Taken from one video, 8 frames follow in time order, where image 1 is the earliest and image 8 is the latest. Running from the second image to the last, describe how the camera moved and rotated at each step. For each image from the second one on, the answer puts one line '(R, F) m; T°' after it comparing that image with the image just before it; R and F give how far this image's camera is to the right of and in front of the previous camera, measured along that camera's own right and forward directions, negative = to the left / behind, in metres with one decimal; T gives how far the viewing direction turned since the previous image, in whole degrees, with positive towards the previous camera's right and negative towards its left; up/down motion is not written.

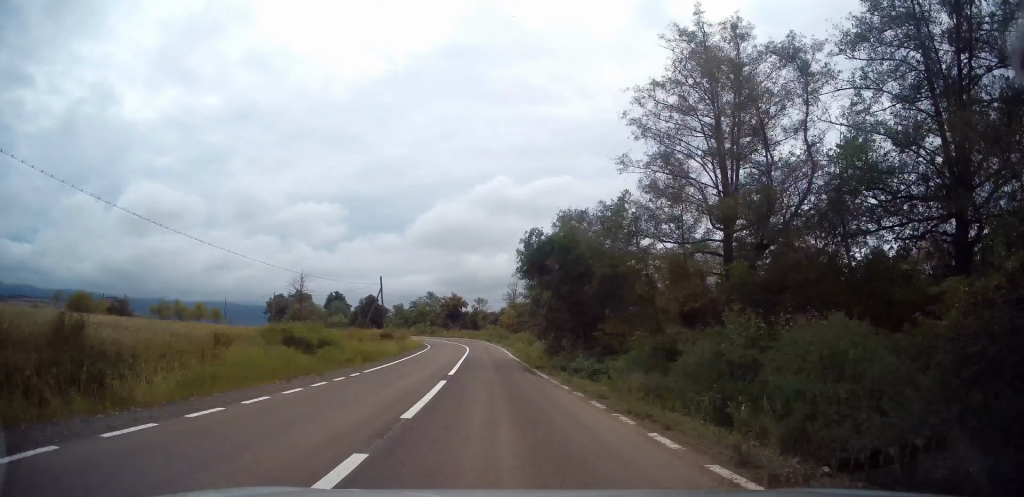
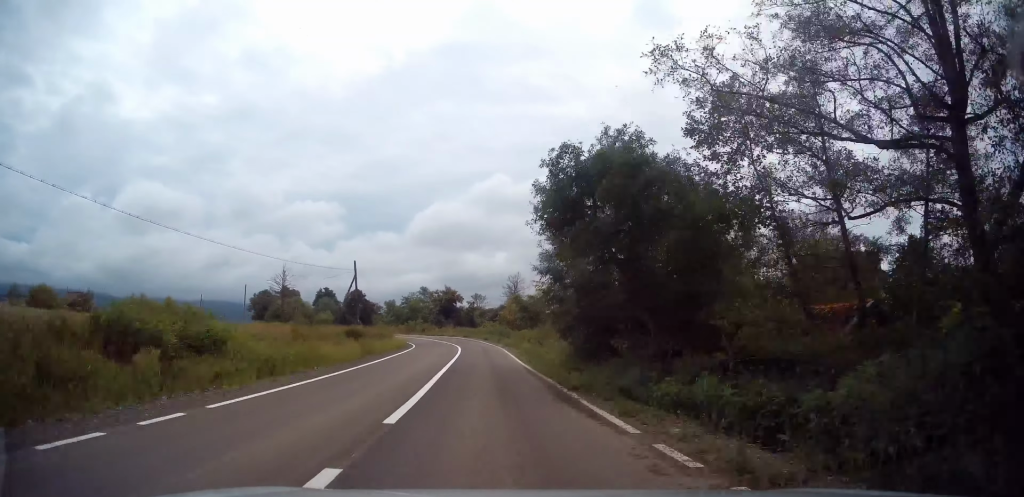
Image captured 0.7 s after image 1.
(0.0, +10.8) m; 0°
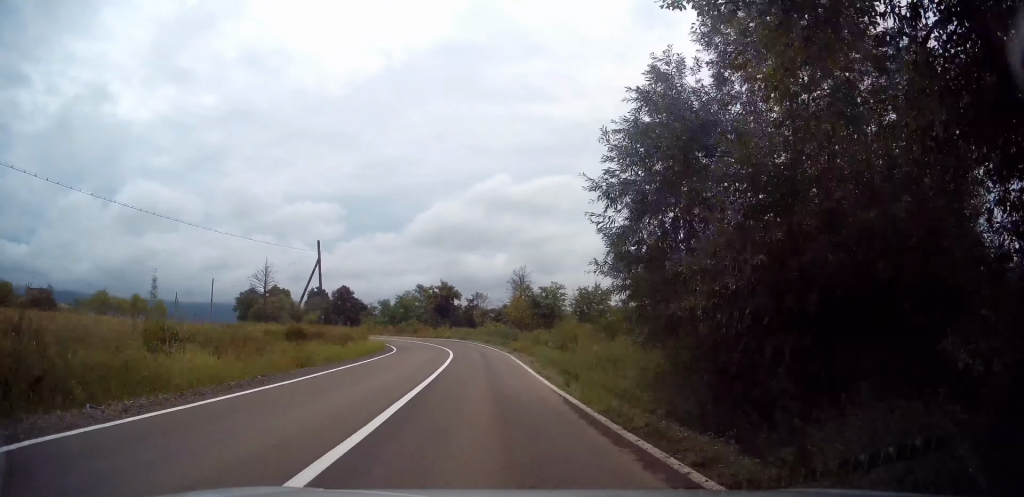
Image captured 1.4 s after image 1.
(+0.1, +11.3) m; 0°
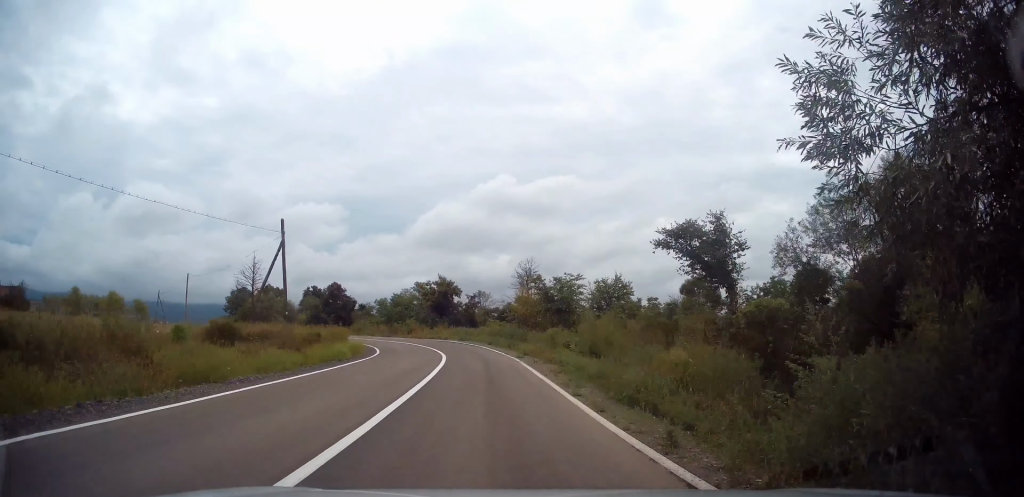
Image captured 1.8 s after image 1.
(-0.1, +7.4) m; 0°
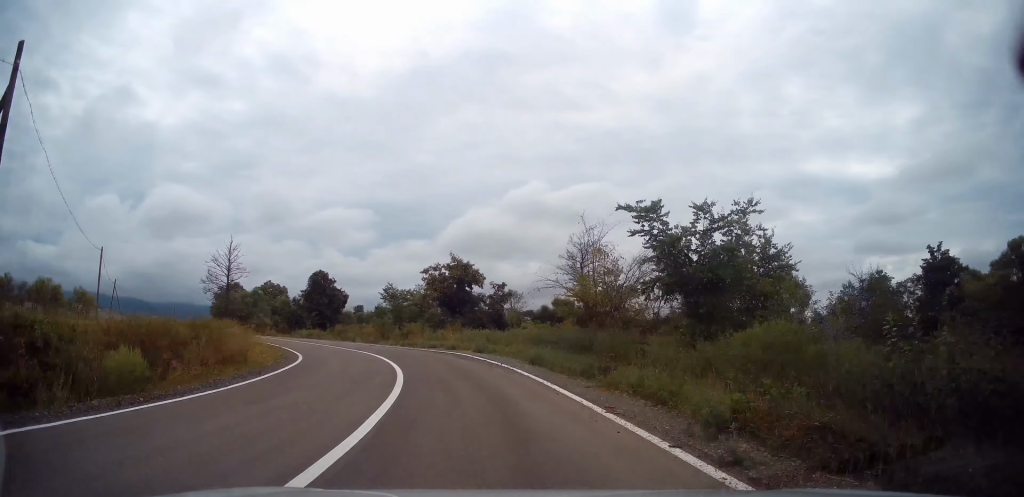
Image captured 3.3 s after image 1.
(-0.1, +22.1) m; -3°
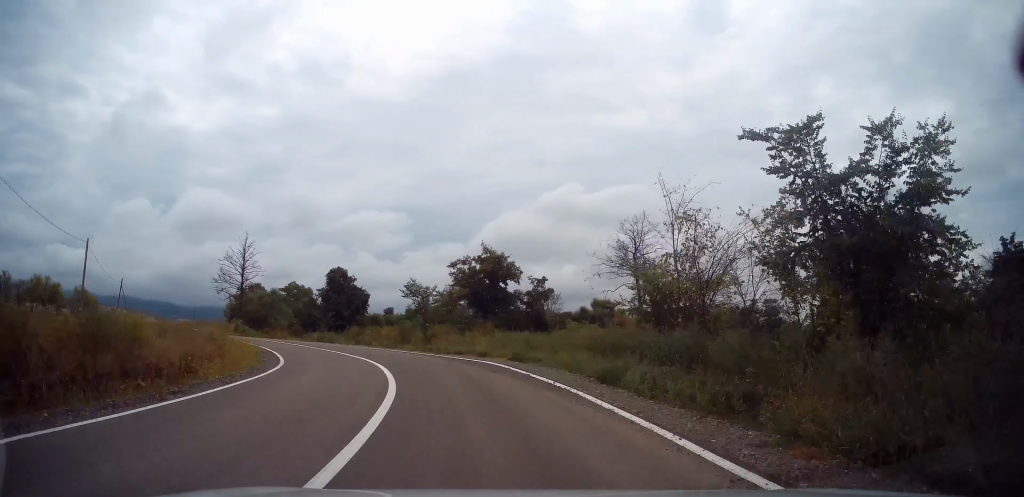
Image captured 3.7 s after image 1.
(-0.4, +6.7) m; -4°
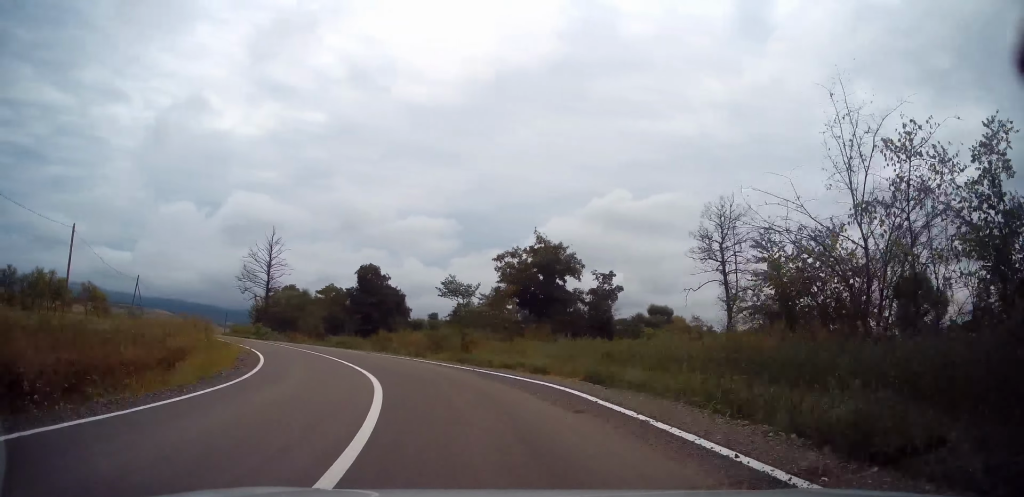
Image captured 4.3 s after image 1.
(+0.1, +7.7) m; -5°
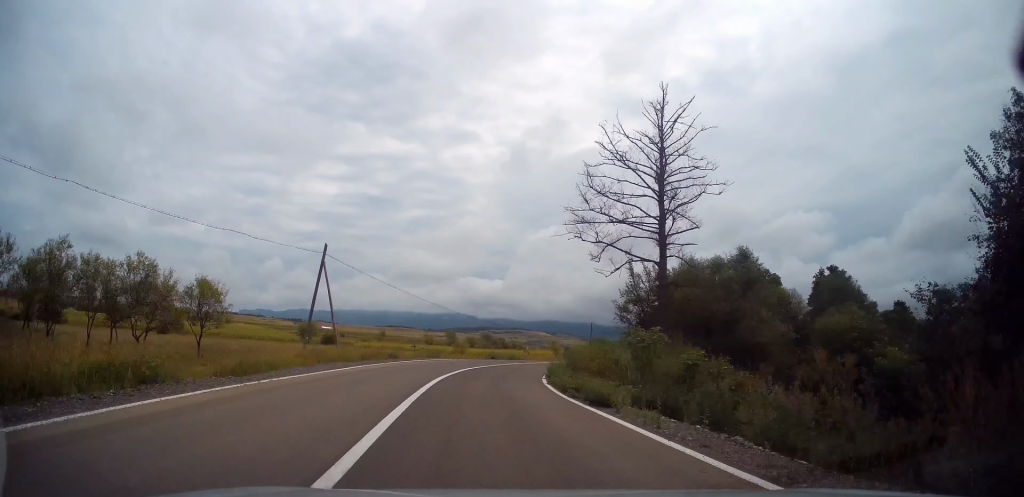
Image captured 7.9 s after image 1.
(-19.1, +44.9) m; -38°
